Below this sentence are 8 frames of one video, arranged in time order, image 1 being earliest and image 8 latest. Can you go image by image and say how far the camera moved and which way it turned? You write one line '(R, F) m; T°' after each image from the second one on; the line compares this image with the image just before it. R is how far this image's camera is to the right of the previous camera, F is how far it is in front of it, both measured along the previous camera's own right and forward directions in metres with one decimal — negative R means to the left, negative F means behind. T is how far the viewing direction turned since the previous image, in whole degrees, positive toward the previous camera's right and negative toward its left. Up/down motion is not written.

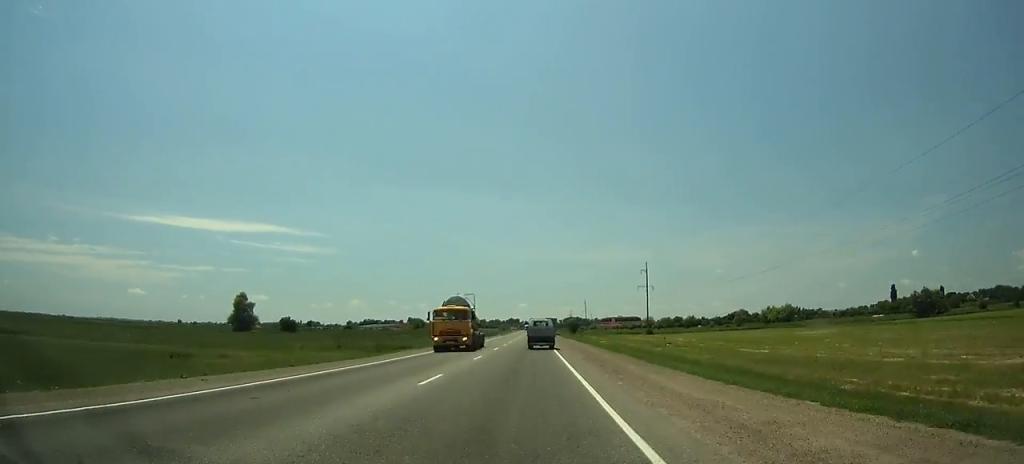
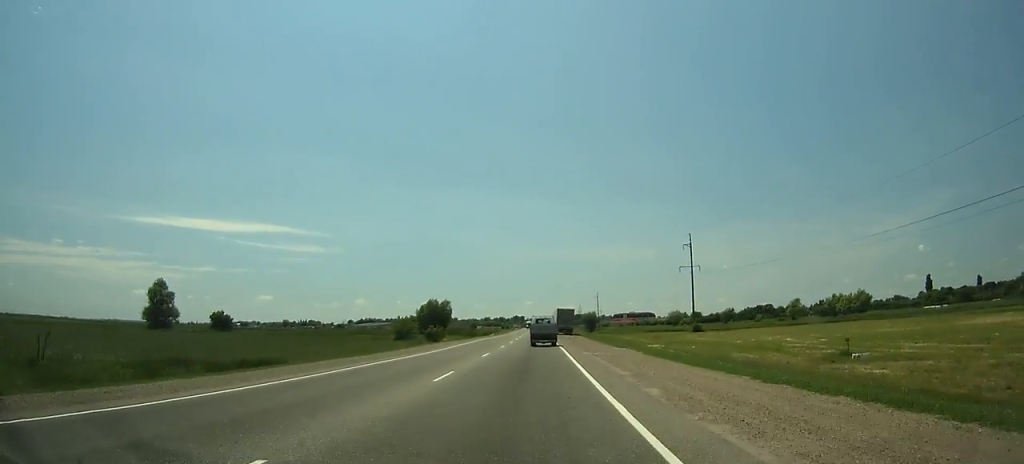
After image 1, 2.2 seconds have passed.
(-0.1, +48.0) m; 0°
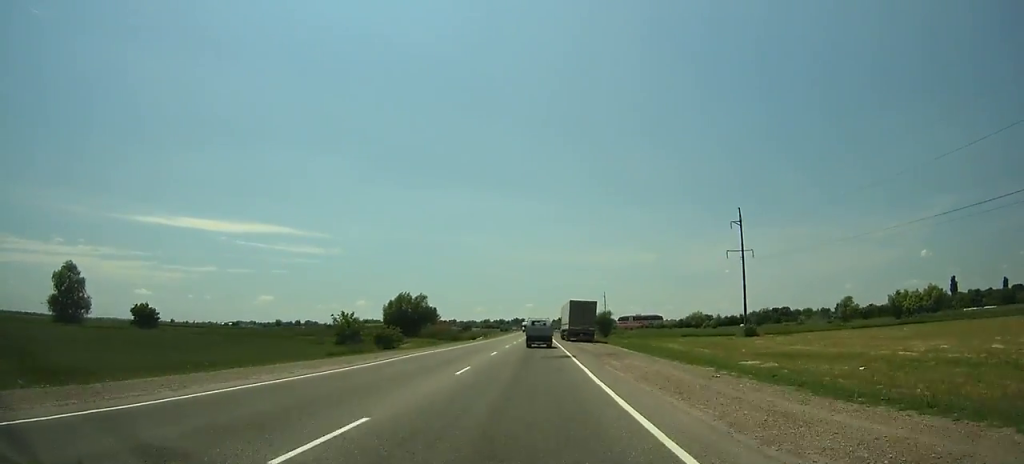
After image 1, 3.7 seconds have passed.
(-0.1, +33.0) m; 0°
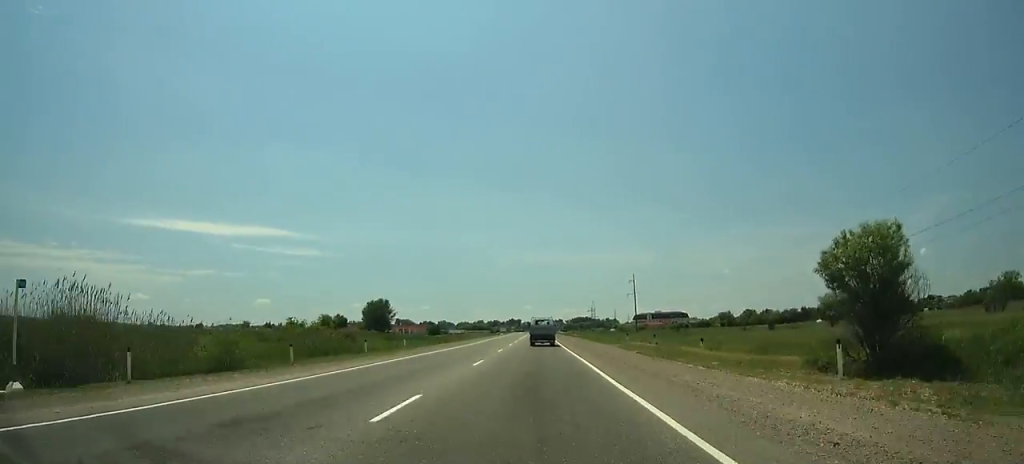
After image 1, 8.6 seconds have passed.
(0.0, +109.9) m; 0°
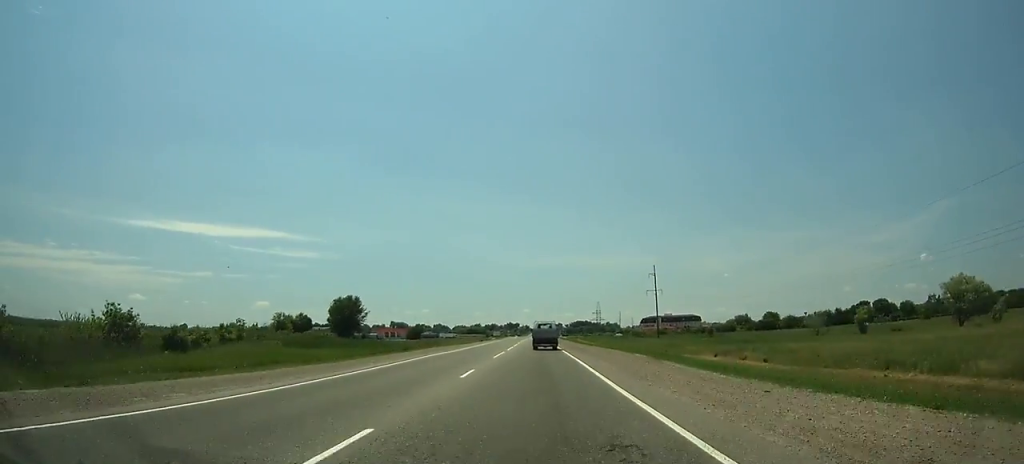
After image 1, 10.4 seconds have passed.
(+0.1, +42.1) m; 0°
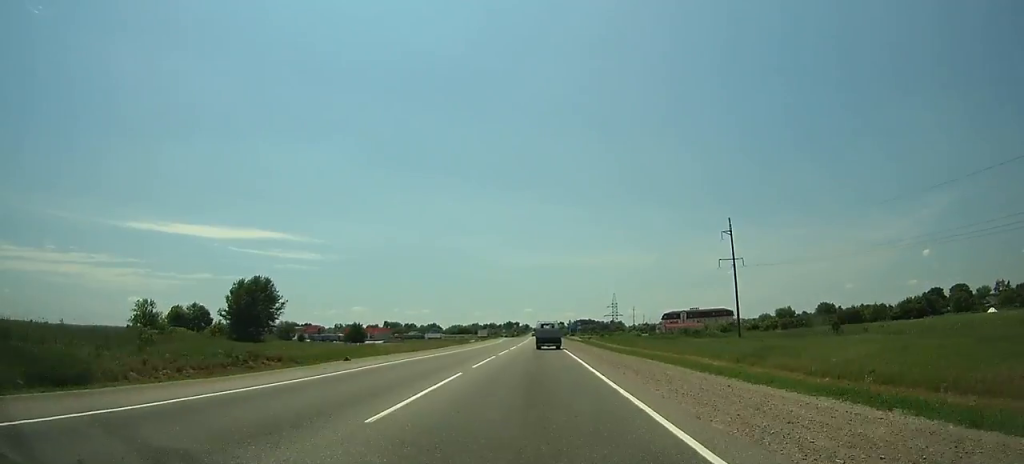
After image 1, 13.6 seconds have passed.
(+0.1, +75.8) m; 0°
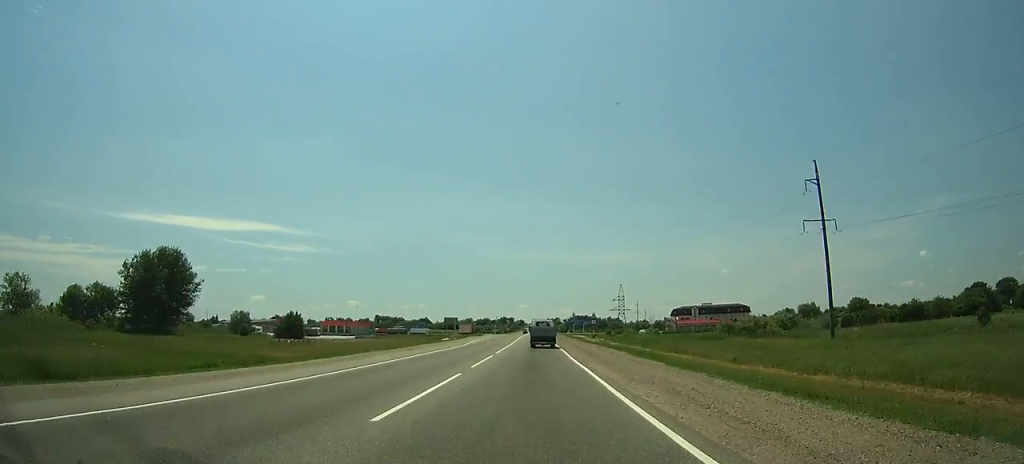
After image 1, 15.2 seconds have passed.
(0.0, +37.6) m; 0°
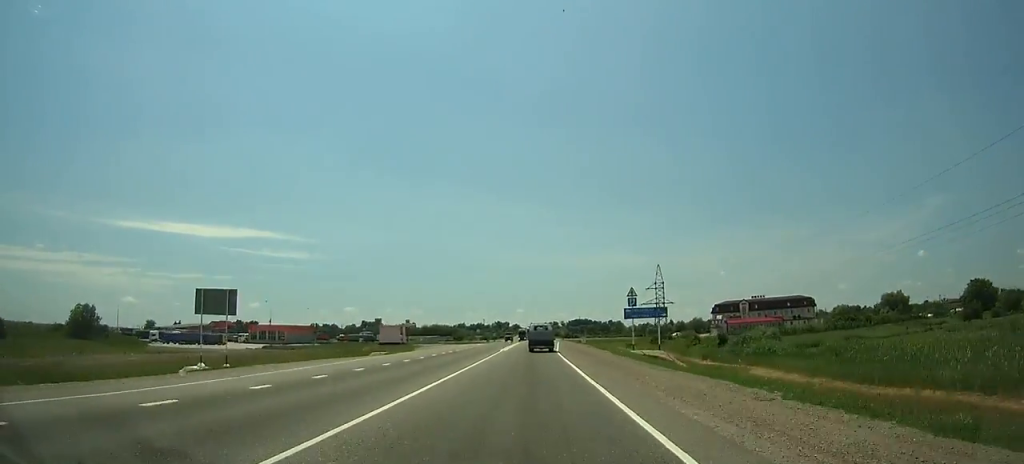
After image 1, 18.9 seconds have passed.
(-0.2, +82.9) m; 0°
